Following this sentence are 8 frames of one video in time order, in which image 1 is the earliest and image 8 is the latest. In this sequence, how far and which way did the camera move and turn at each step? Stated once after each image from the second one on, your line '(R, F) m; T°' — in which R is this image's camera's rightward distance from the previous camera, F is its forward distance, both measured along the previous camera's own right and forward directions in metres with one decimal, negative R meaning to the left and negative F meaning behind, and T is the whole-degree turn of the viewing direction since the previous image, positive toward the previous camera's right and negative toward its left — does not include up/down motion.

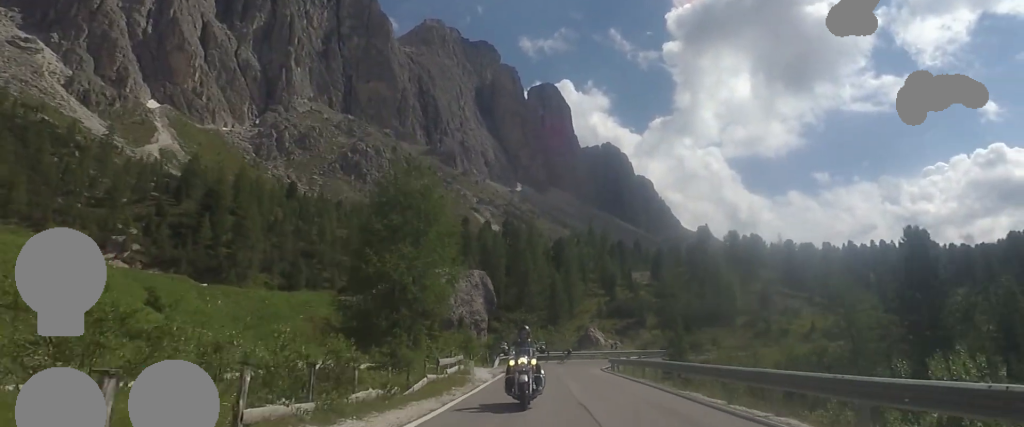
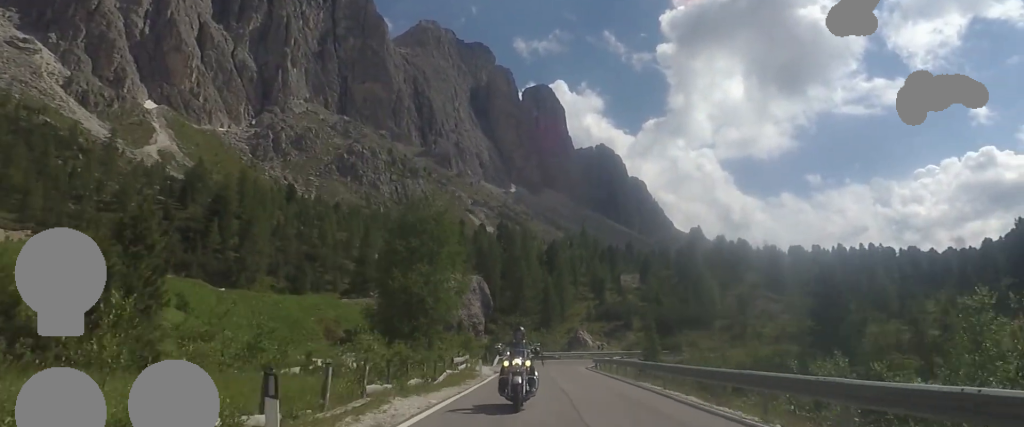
(0.0, +6.0) m; 0°
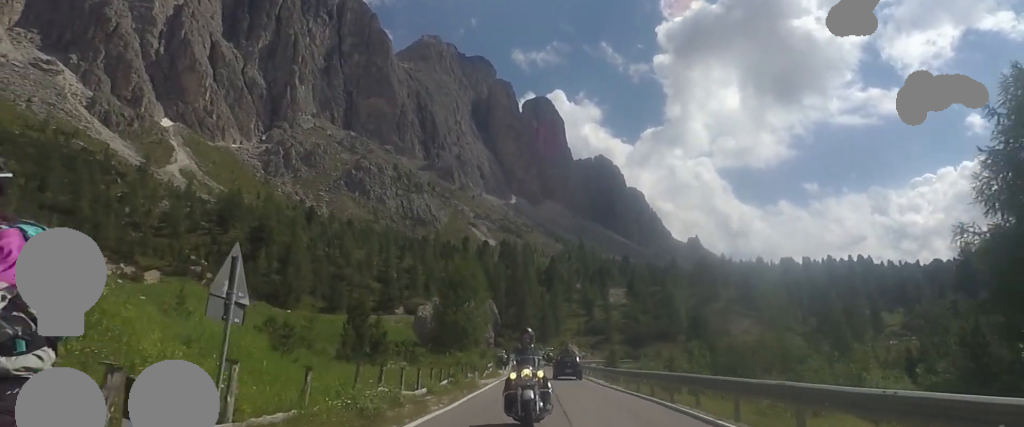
(0.0, +21.1) m; 0°
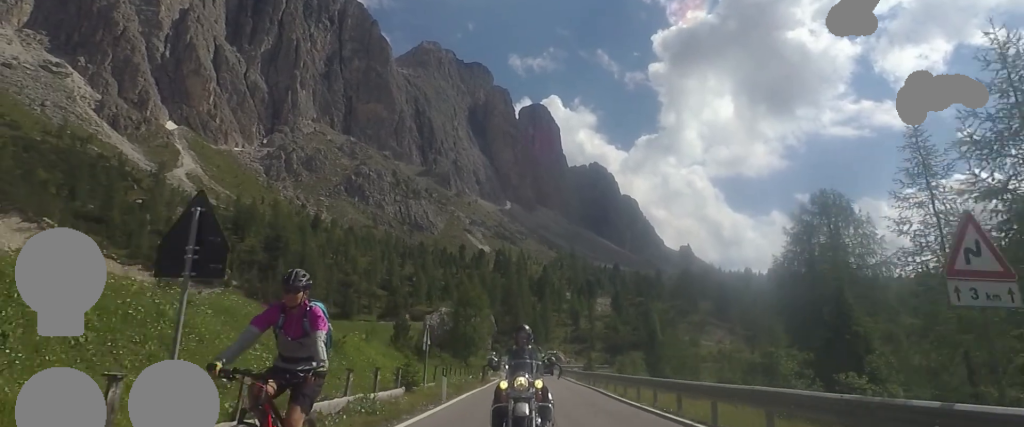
(0.0, +14.8) m; 0°
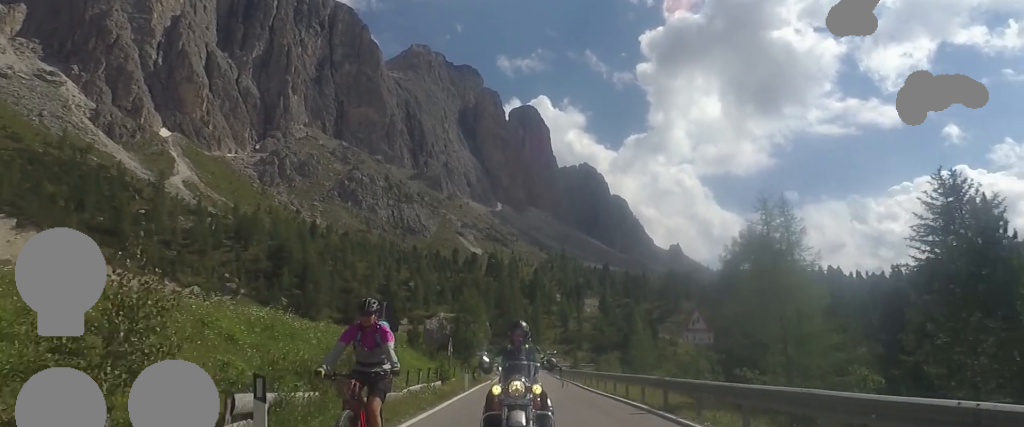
(0.0, +9.8) m; 0°
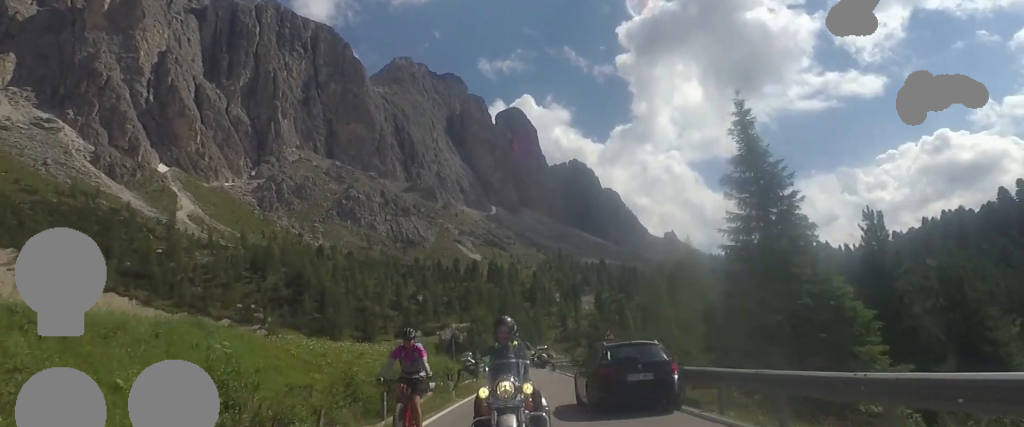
(0.0, +16.8) m; 0°
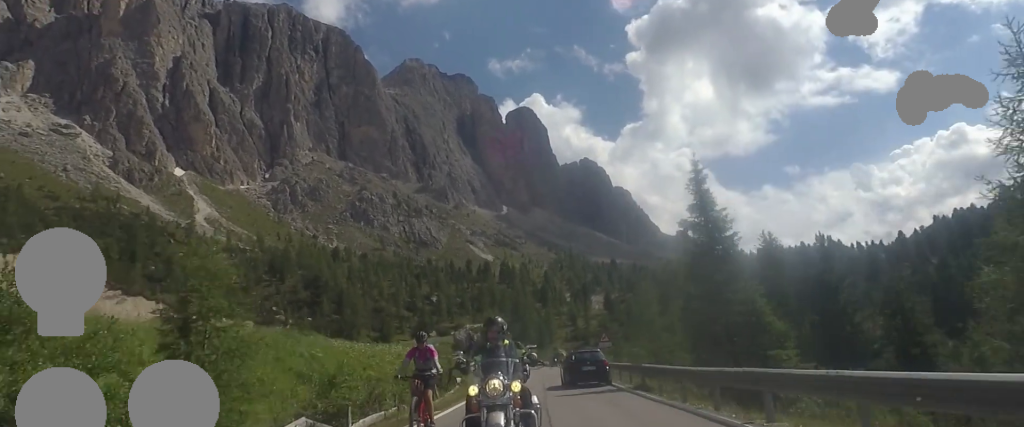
(0.0, +6.2) m; 0°
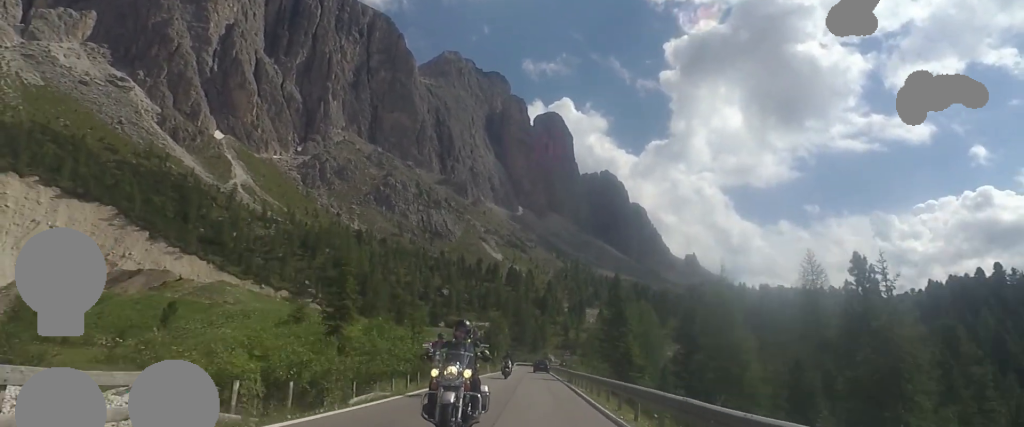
(0.0, +23.6) m; 0°
